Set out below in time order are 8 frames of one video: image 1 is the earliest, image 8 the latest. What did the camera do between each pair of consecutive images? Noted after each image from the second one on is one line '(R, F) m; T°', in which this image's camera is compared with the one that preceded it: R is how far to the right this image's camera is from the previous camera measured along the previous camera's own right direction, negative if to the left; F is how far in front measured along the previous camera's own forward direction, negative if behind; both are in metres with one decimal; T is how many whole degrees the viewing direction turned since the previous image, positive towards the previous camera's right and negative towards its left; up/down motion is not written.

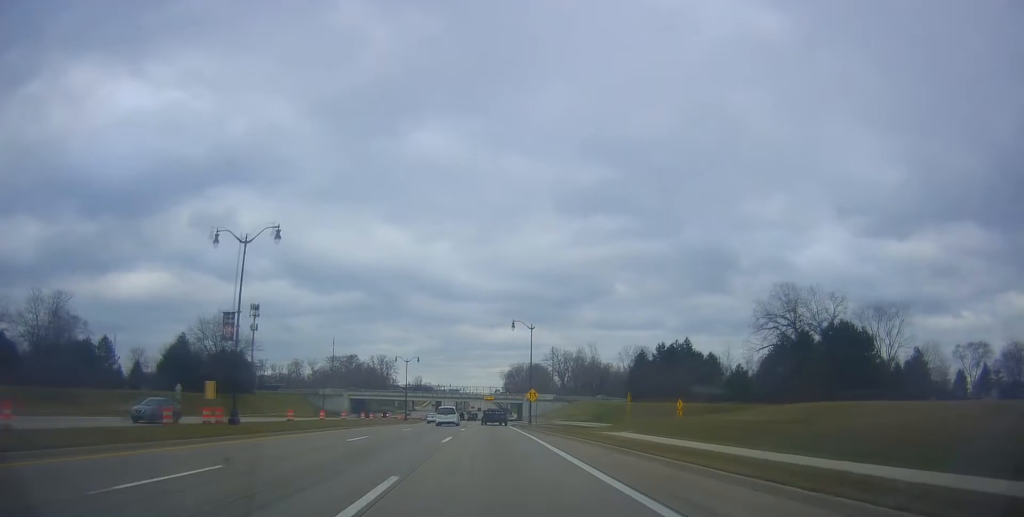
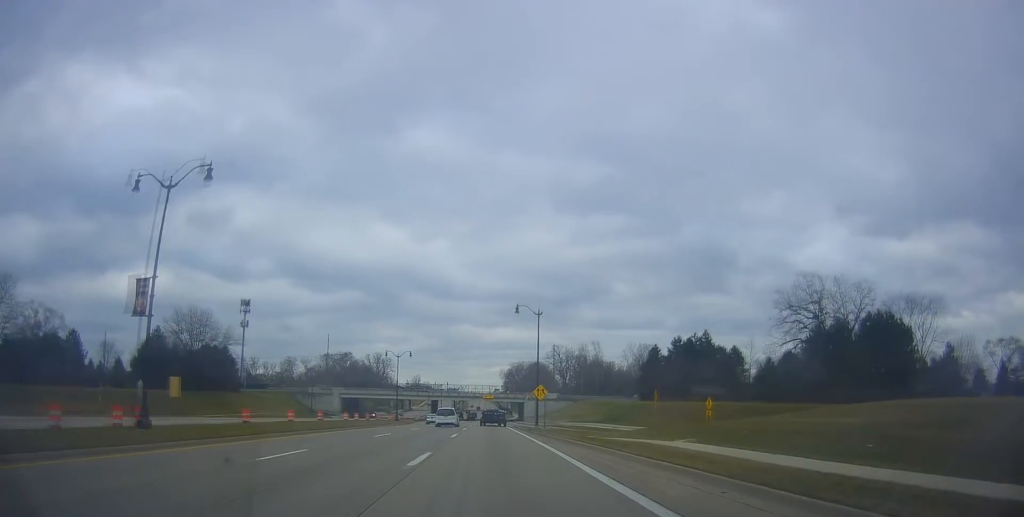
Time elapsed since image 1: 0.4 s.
(0.0, +9.0) m; 0°
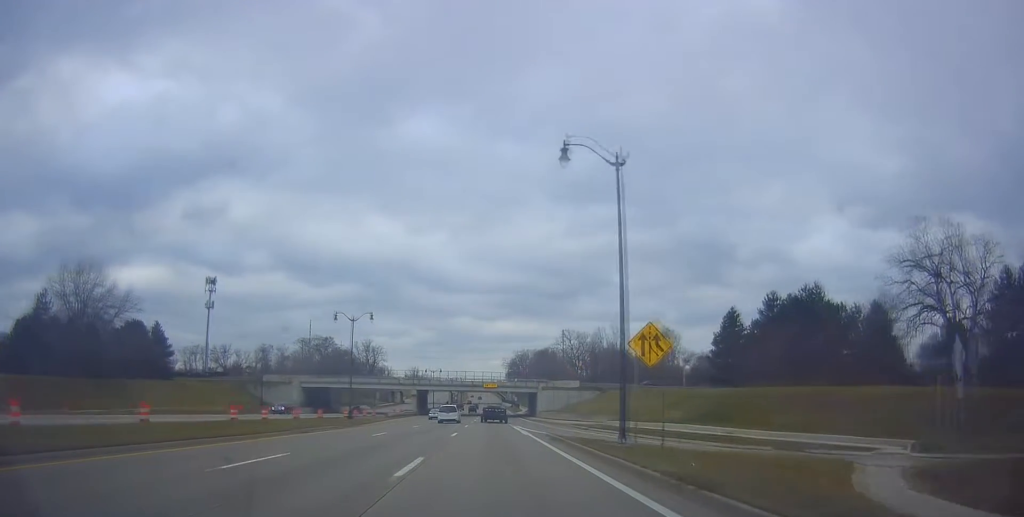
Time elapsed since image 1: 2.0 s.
(-1.0, +31.6) m; -2°
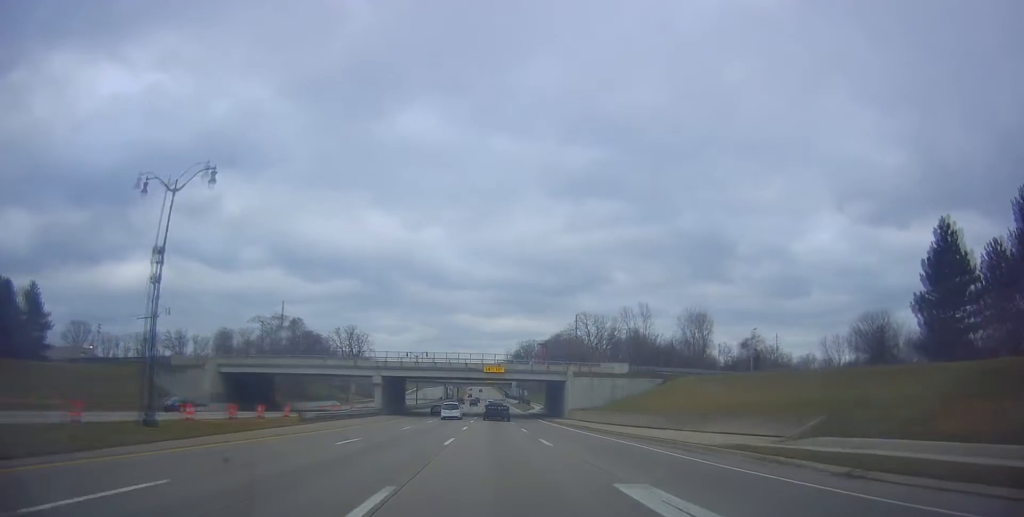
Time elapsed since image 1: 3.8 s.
(+0.7, +37.3) m; +1°
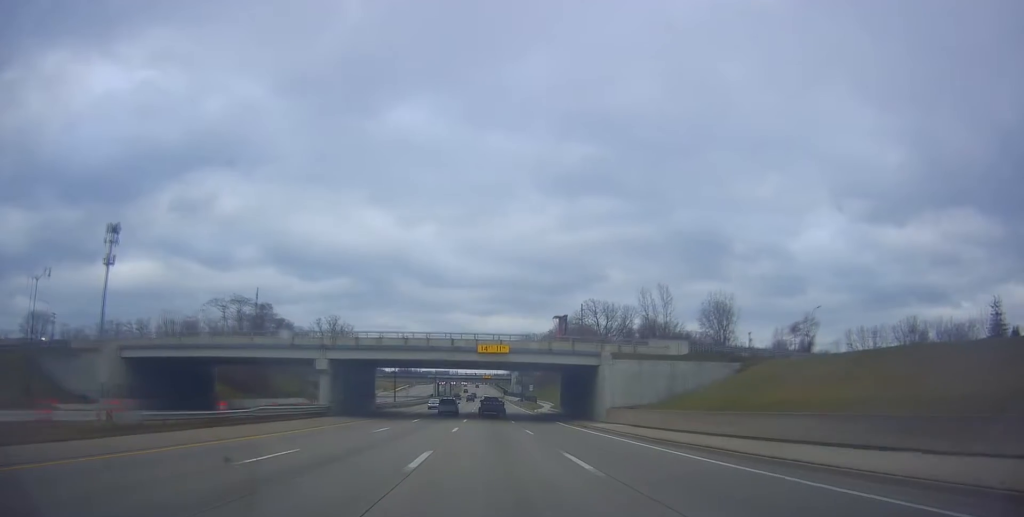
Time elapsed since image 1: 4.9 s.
(+0.1, +23.0) m; +1°
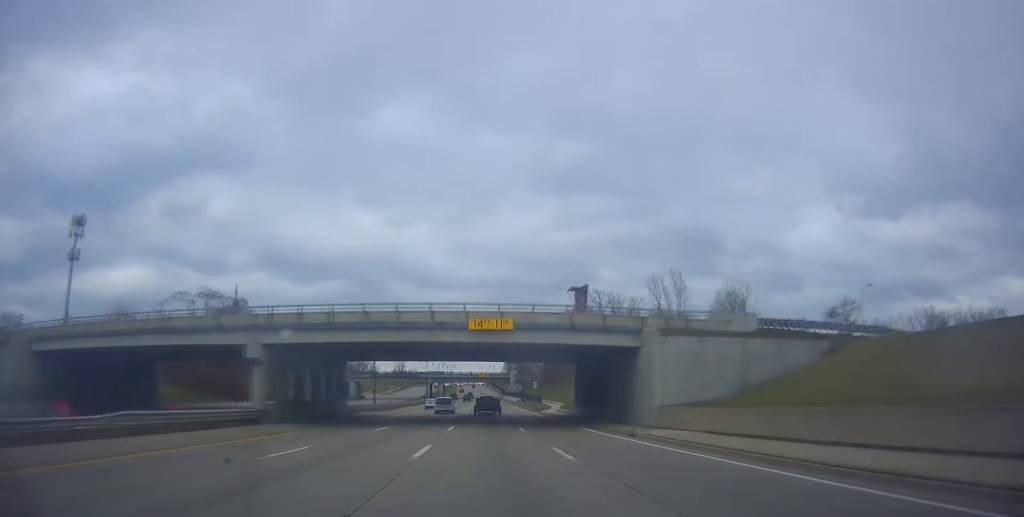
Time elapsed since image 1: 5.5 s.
(+0.1, +14.3) m; 0°
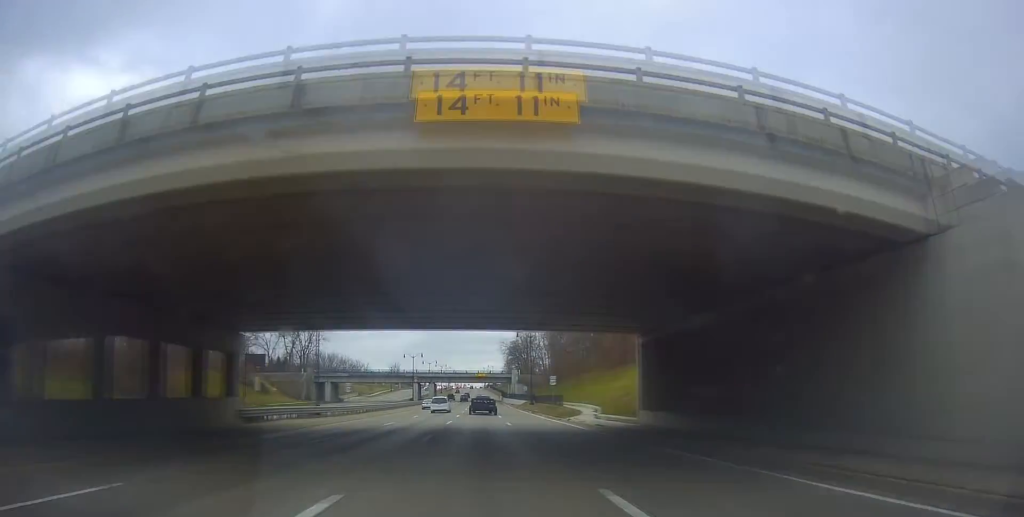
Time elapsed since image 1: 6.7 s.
(-0.5, +25.4) m; -1°
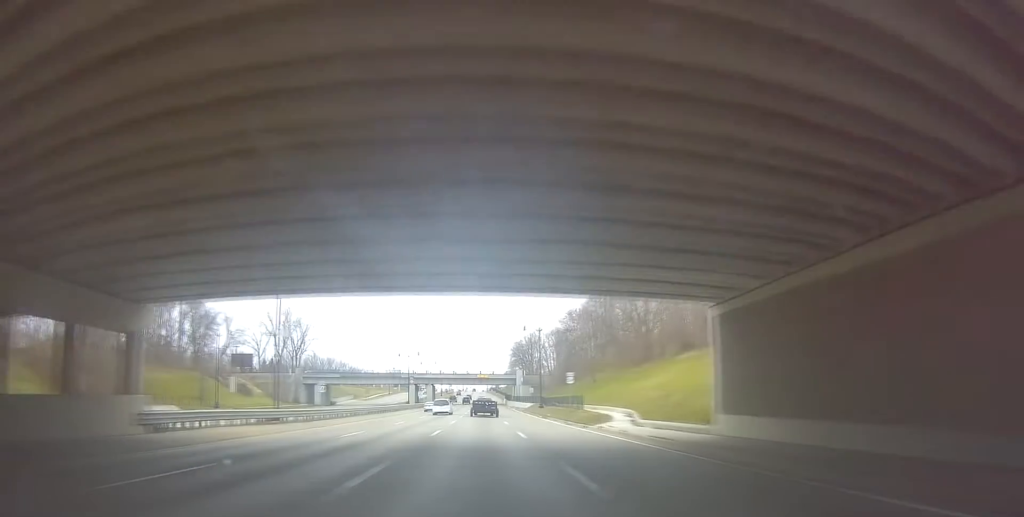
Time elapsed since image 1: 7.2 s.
(-0.3, +10.9) m; 0°
